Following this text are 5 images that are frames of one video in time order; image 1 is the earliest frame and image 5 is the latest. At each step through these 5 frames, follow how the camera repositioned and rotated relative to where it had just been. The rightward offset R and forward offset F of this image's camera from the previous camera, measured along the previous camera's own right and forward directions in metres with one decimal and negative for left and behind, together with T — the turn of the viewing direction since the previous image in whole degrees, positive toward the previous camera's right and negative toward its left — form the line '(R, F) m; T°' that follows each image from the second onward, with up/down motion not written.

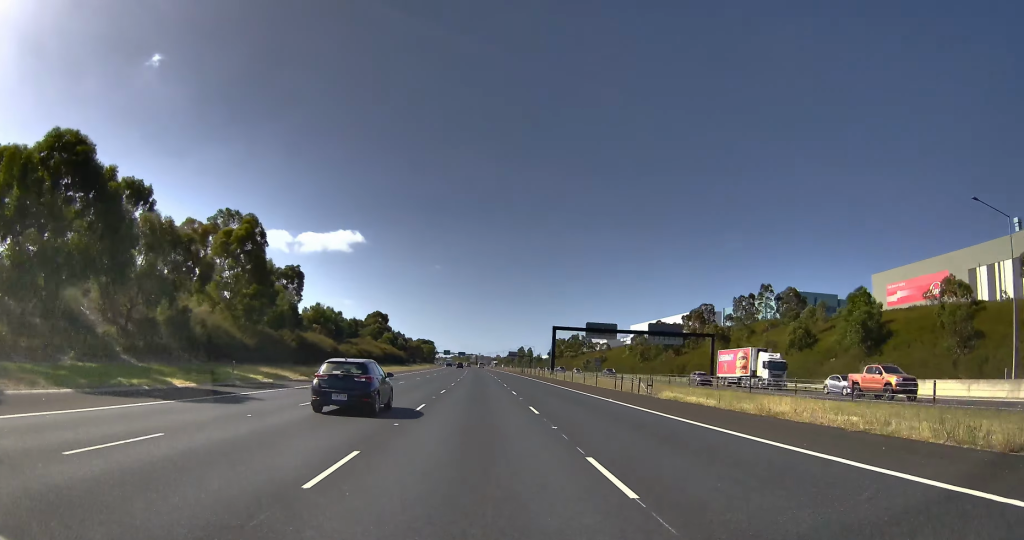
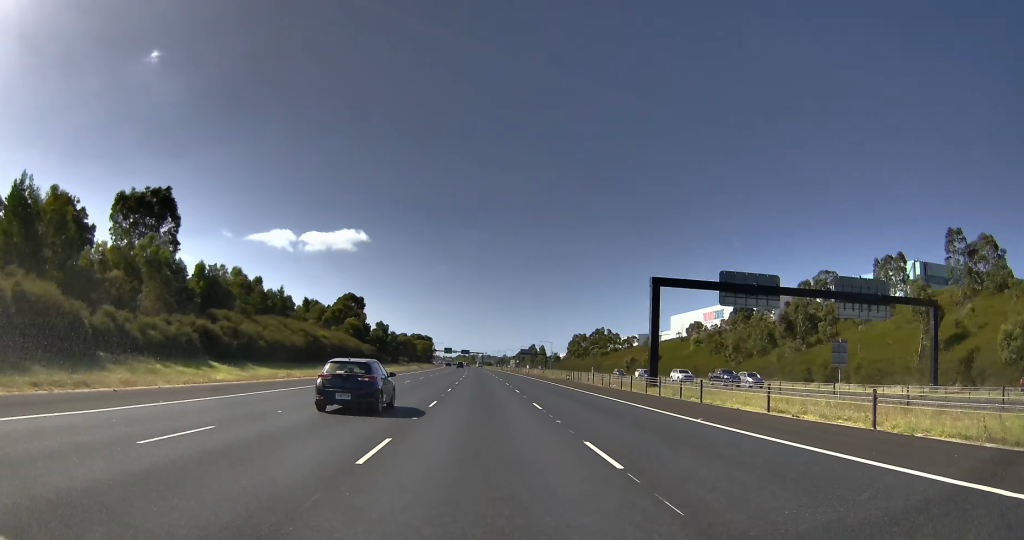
(+0.6, +44.8) m; +1°
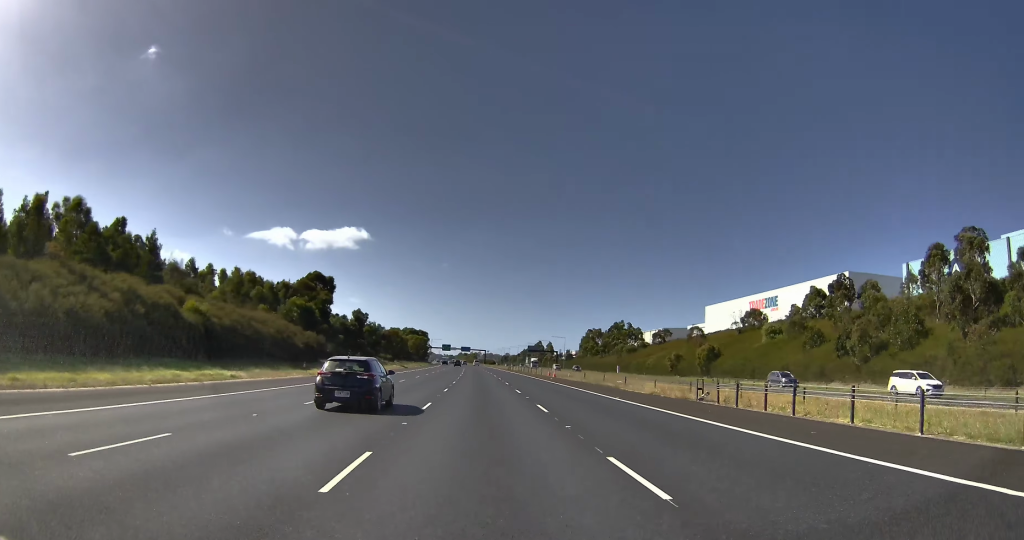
(0.0, +38.2) m; 0°
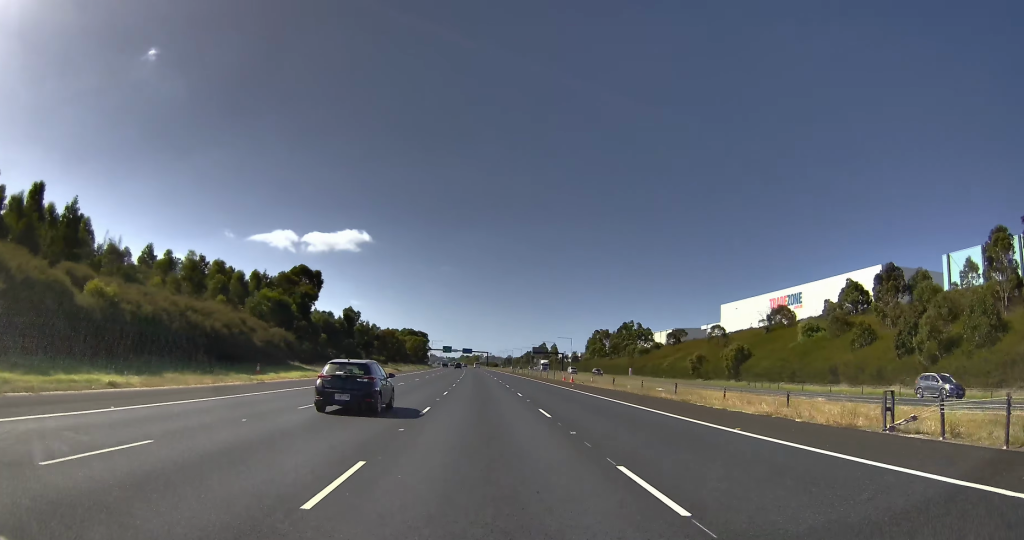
(0.0, +13.8) m; 0°
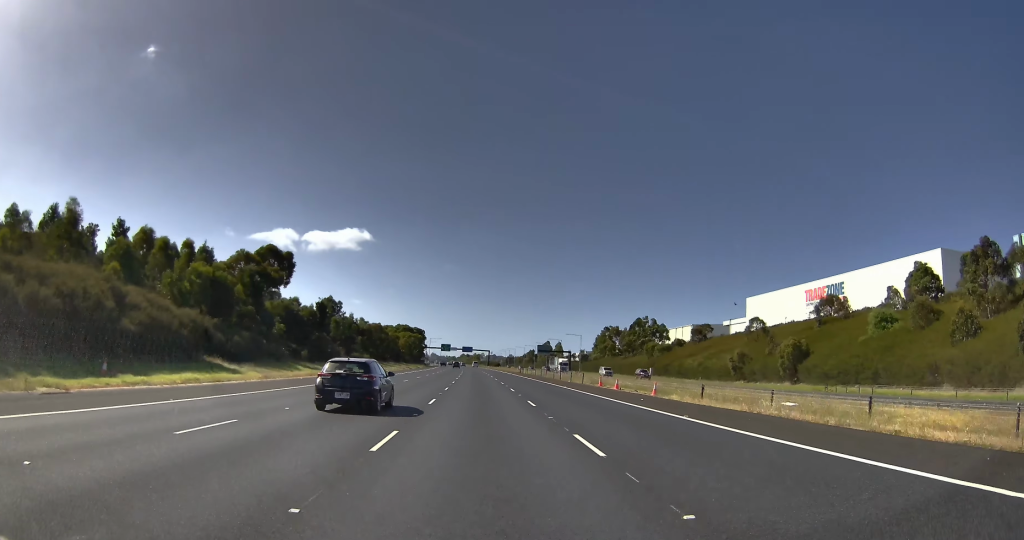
(0.0, +23.6) m; 0°
